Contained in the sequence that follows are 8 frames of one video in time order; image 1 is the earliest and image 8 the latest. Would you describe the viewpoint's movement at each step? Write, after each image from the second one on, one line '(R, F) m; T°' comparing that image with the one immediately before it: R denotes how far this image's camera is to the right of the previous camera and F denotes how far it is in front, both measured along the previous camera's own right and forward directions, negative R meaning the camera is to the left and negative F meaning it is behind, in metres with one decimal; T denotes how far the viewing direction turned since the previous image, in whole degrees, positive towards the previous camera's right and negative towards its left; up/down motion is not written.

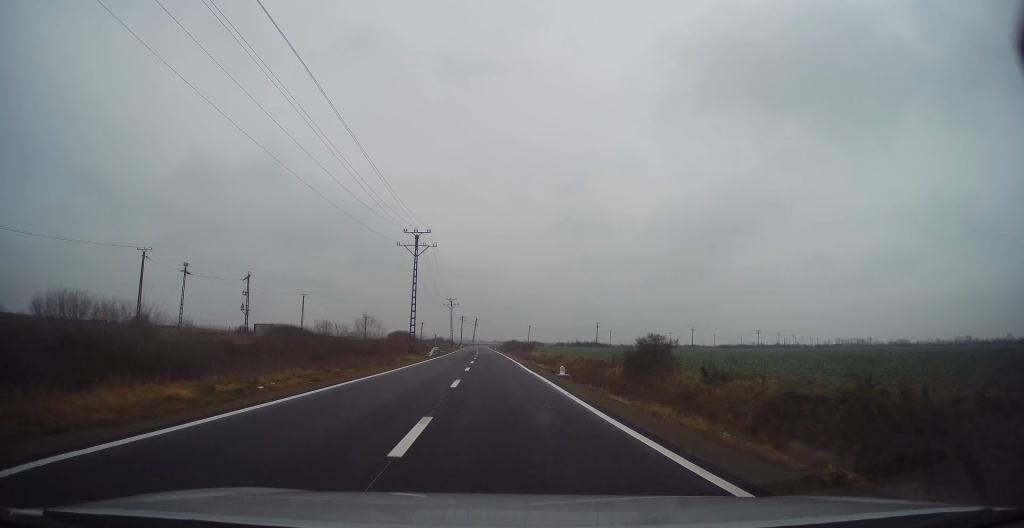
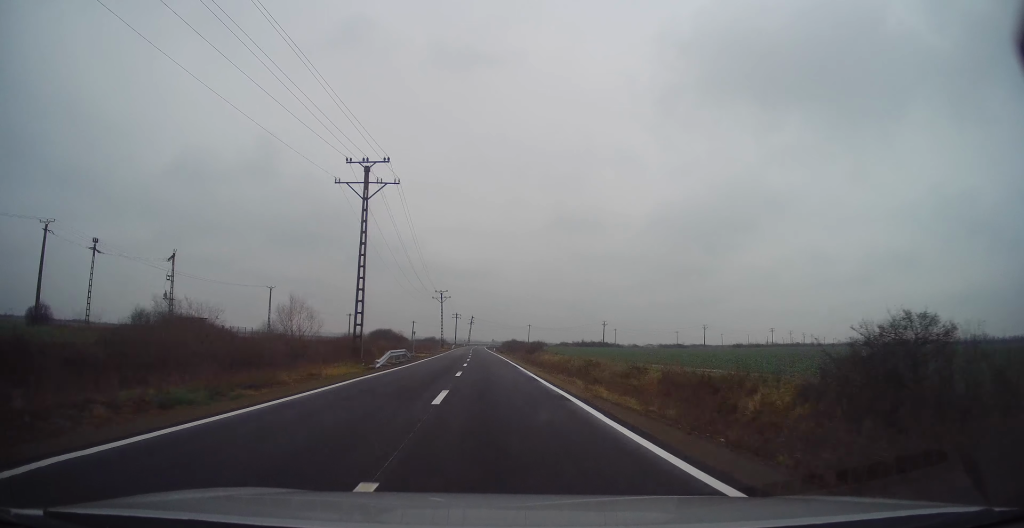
(-0.3, +21.8) m; -1°
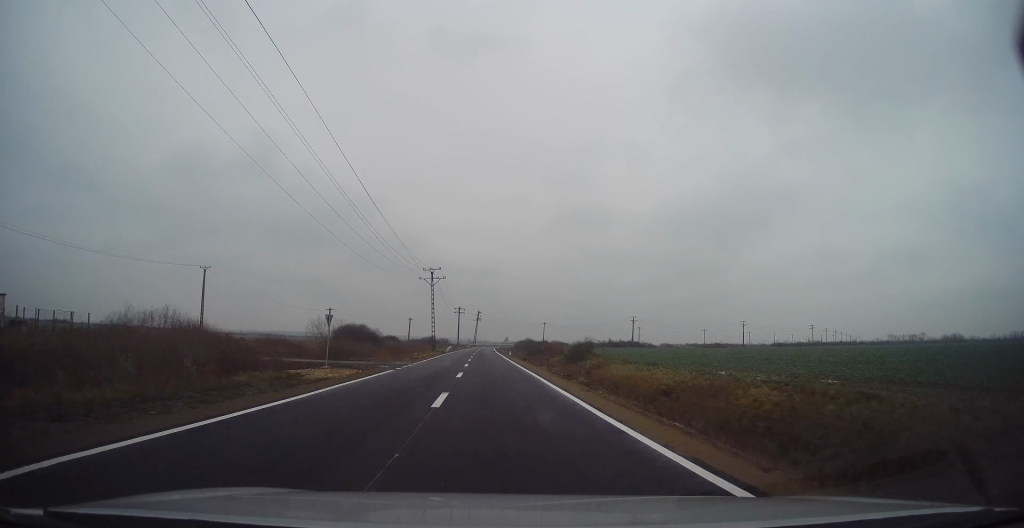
(+0.6, +37.0) m; +1°
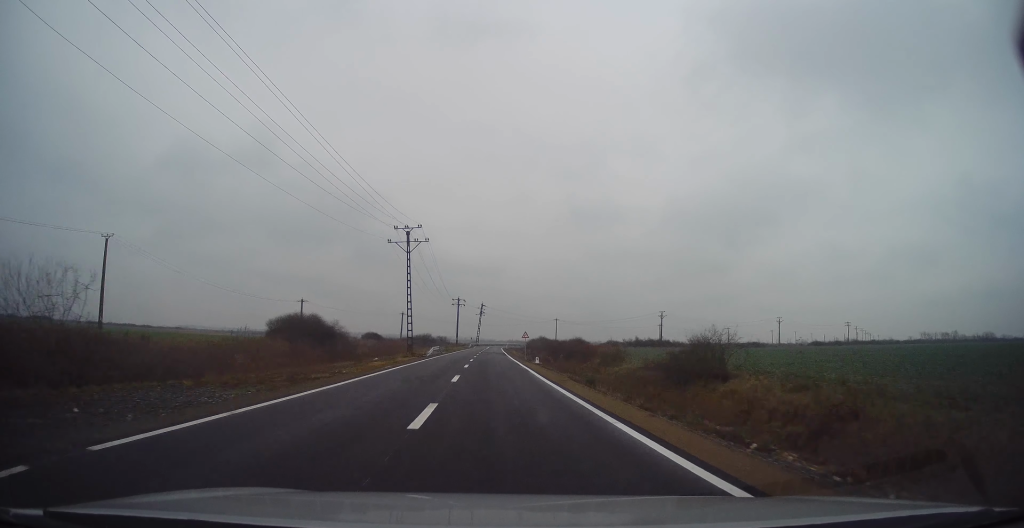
(-0.2, +29.2) m; -2°
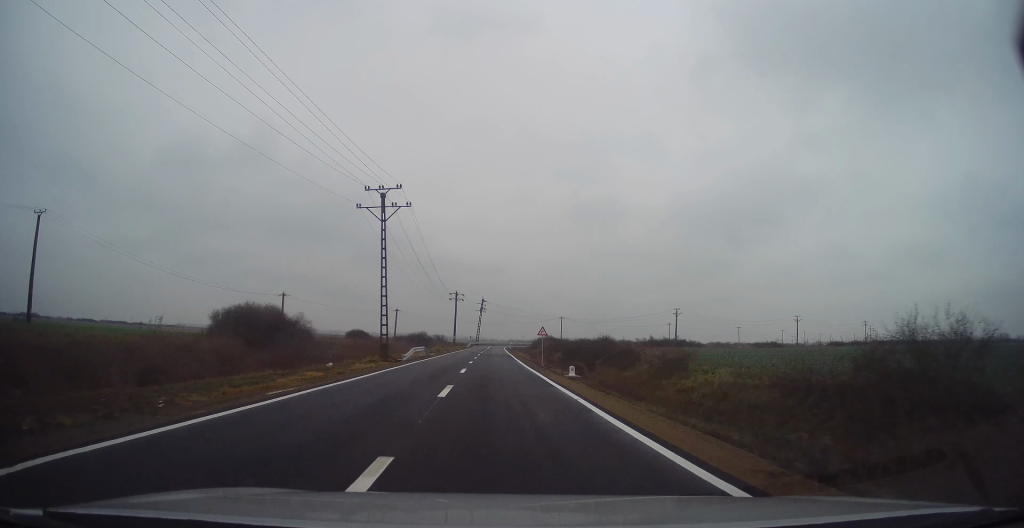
(-0.2, +14.5) m; 0°
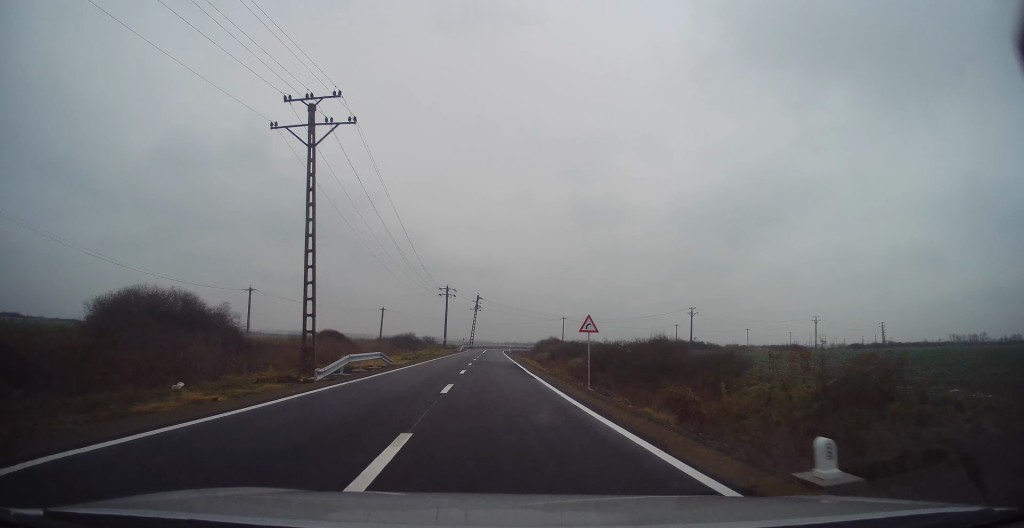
(-0.4, +16.4) m; +1°
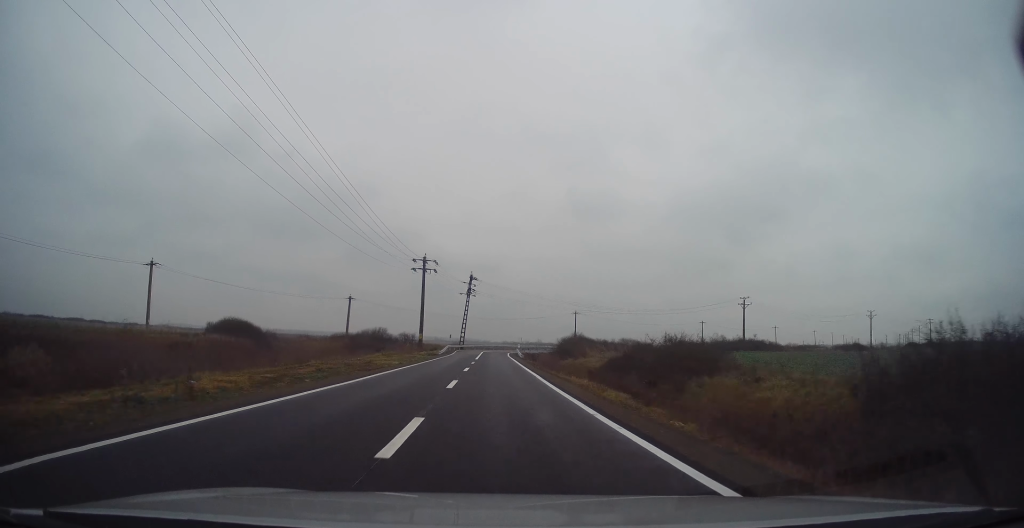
(+1.0, +34.2) m; +1°
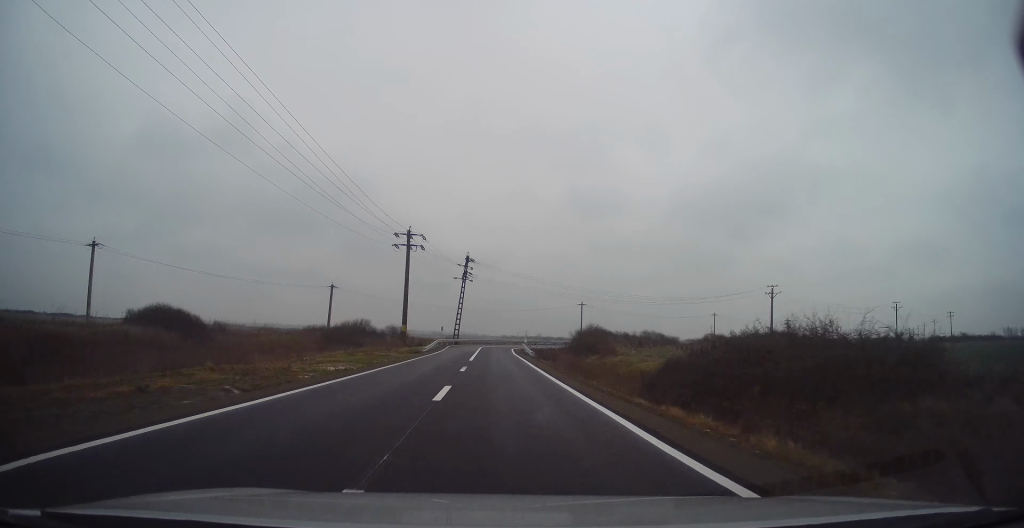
(-0.3, +12.3) m; 0°
